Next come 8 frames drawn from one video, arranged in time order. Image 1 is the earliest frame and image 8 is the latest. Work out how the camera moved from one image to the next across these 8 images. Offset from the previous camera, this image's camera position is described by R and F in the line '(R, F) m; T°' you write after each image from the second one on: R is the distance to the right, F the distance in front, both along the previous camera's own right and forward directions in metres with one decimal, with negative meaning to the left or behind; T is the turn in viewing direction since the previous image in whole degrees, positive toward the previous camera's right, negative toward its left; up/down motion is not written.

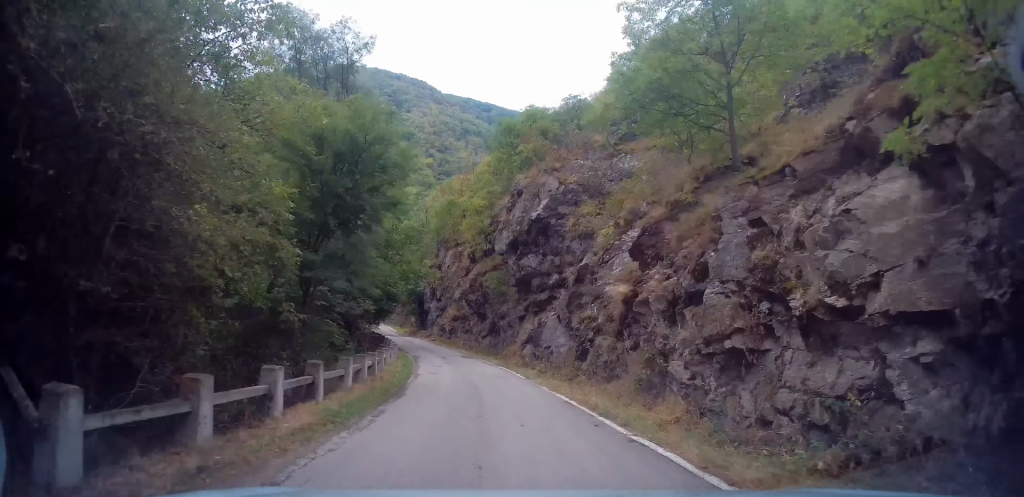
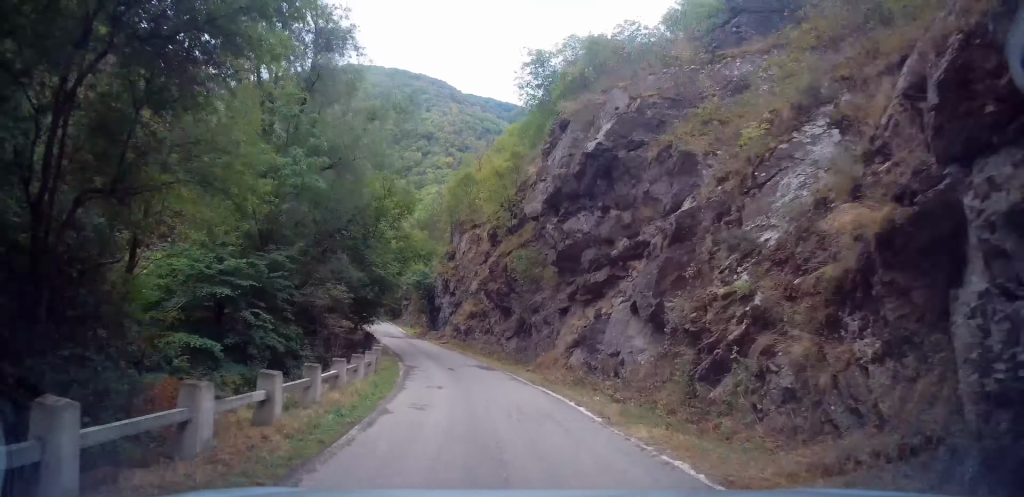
(+0.1, +8.4) m; -2°
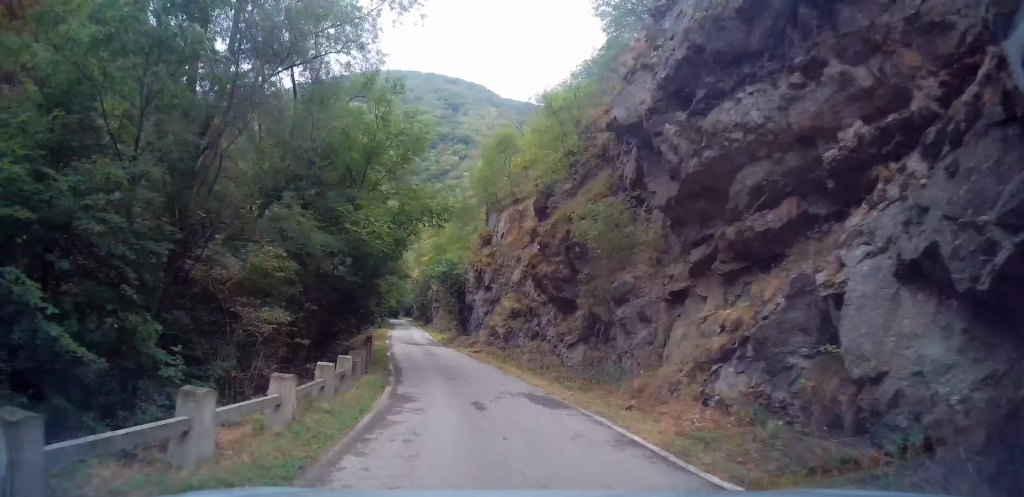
(-0.4, +8.8) m; -5°
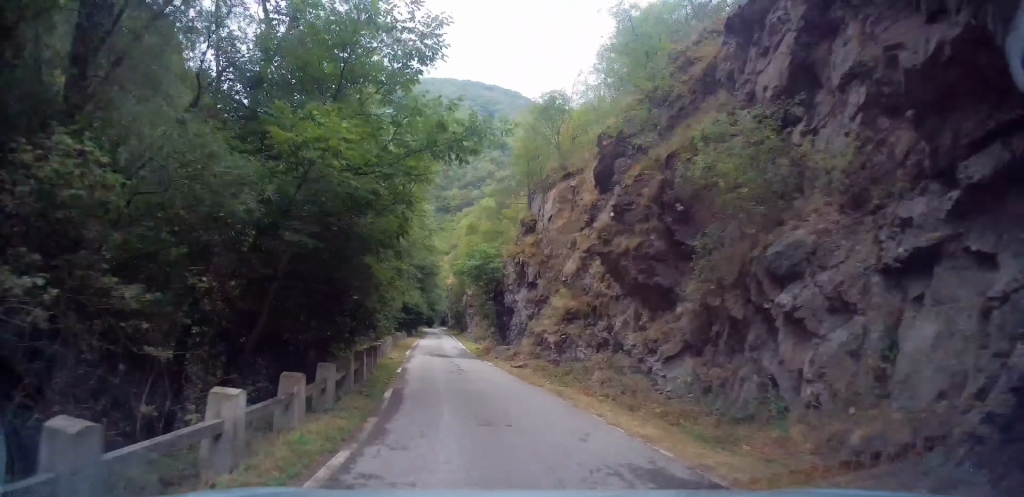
(-0.1, +6.0) m; -3°
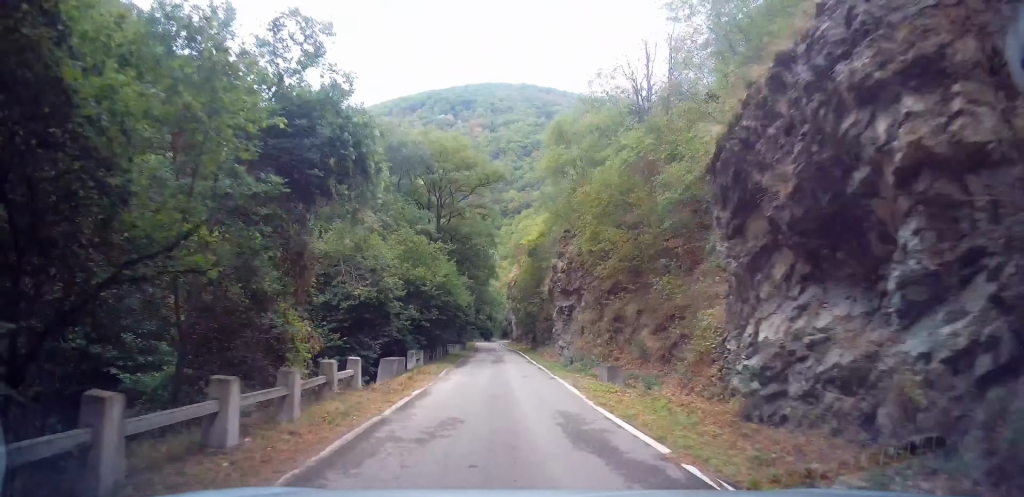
(-2.6, +29.5) m; -6°
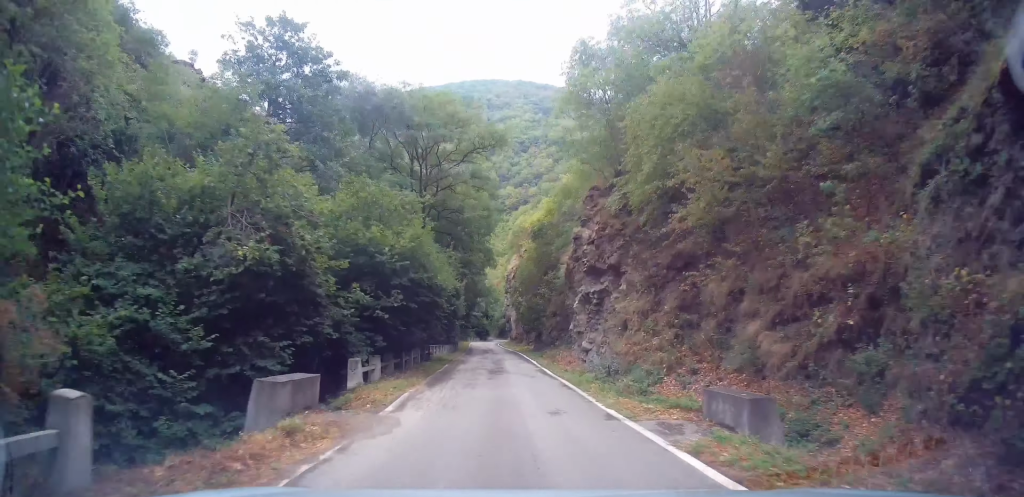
(-0.1, +8.4) m; +1°
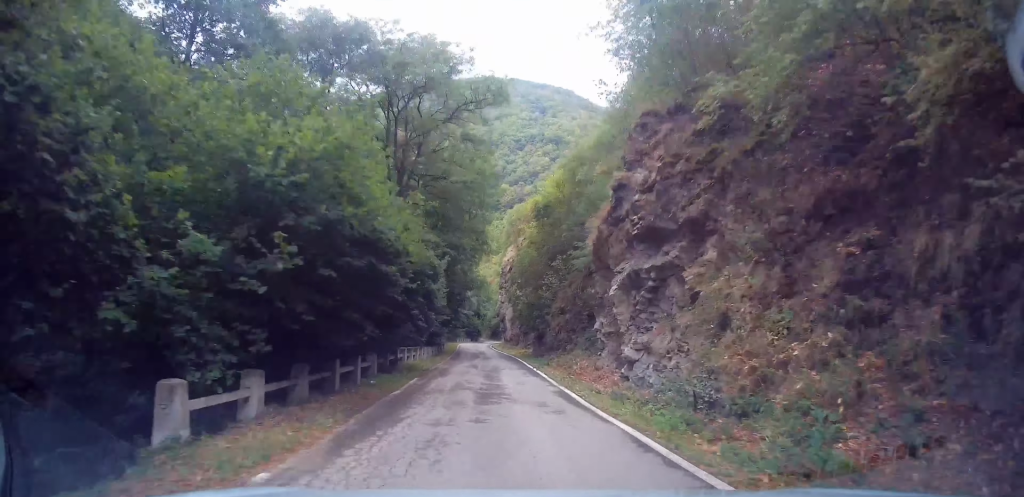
(+0.2, +7.6) m; 0°
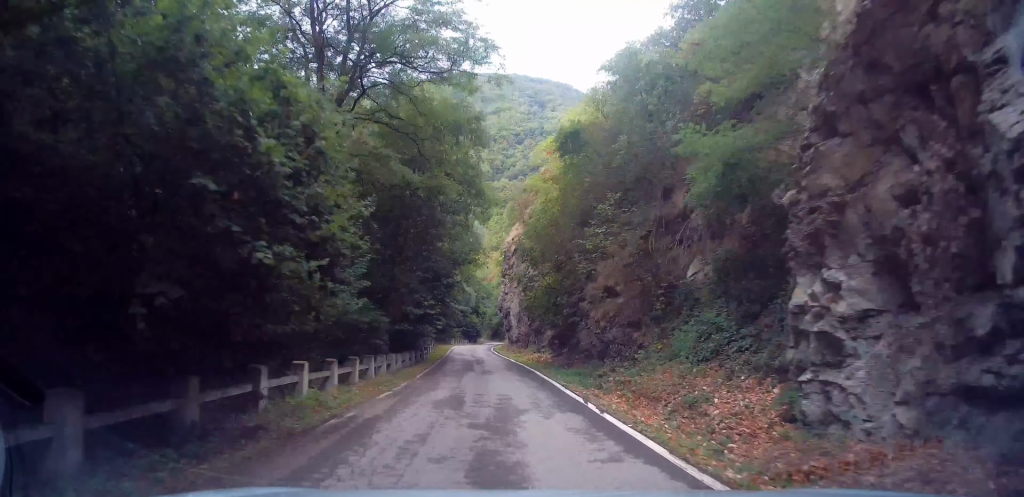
(0.0, +12.3) m; -1°
